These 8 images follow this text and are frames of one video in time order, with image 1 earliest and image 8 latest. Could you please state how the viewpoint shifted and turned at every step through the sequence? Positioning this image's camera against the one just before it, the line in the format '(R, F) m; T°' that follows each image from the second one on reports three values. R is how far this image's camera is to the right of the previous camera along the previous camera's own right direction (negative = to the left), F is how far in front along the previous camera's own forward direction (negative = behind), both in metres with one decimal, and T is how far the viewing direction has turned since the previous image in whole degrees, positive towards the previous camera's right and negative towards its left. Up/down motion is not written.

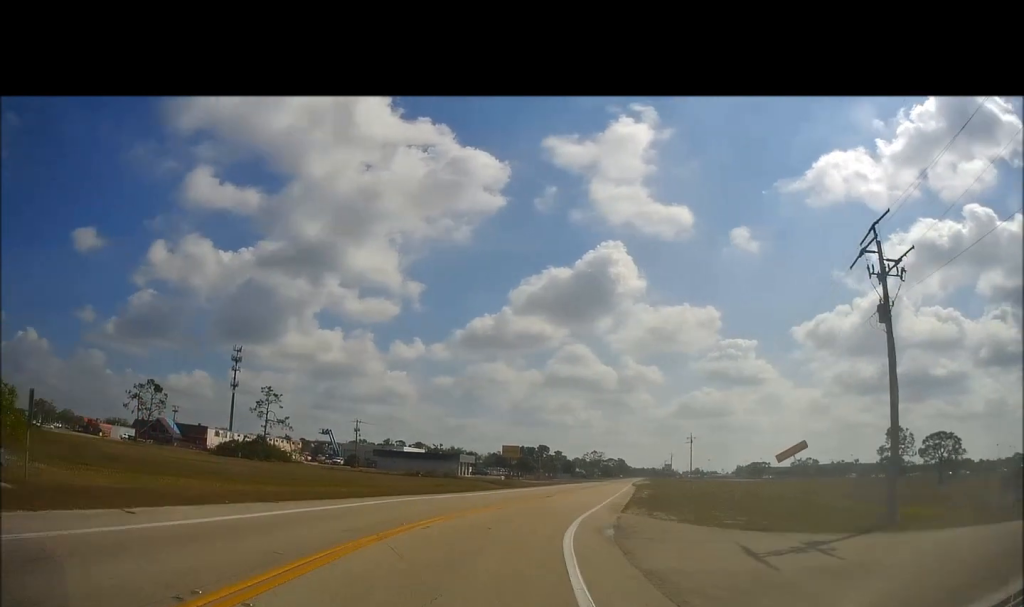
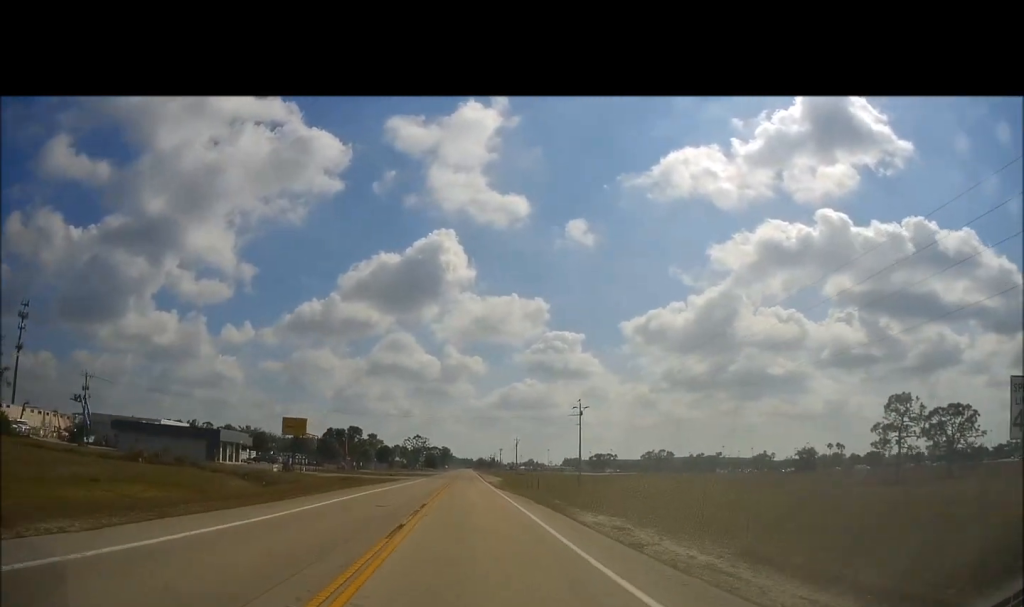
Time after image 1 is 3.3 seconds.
(+8.0, +43.5) m; +19°
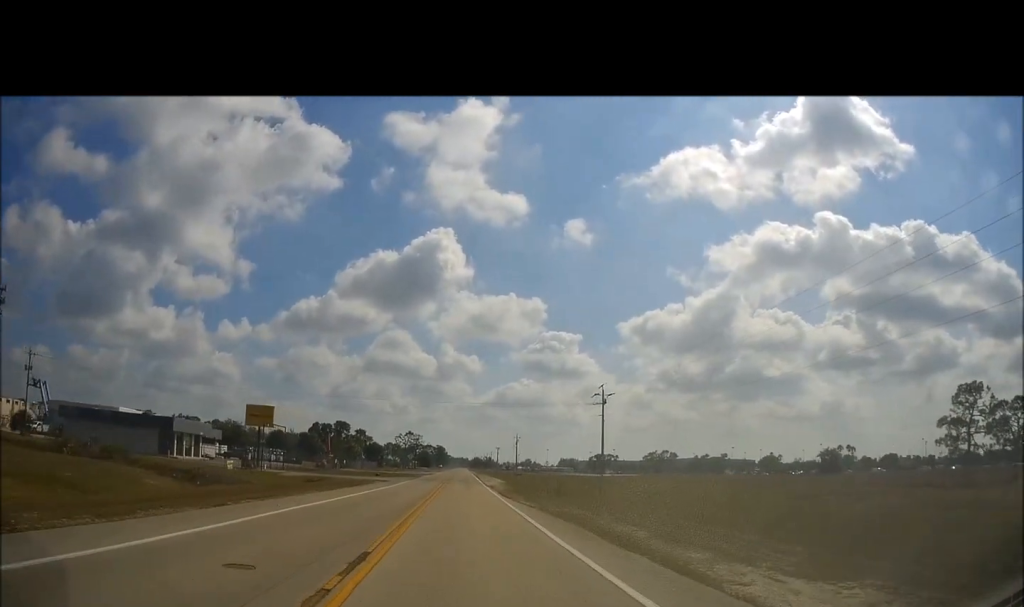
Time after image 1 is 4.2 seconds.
(+0.4, +12.6) m; +2°
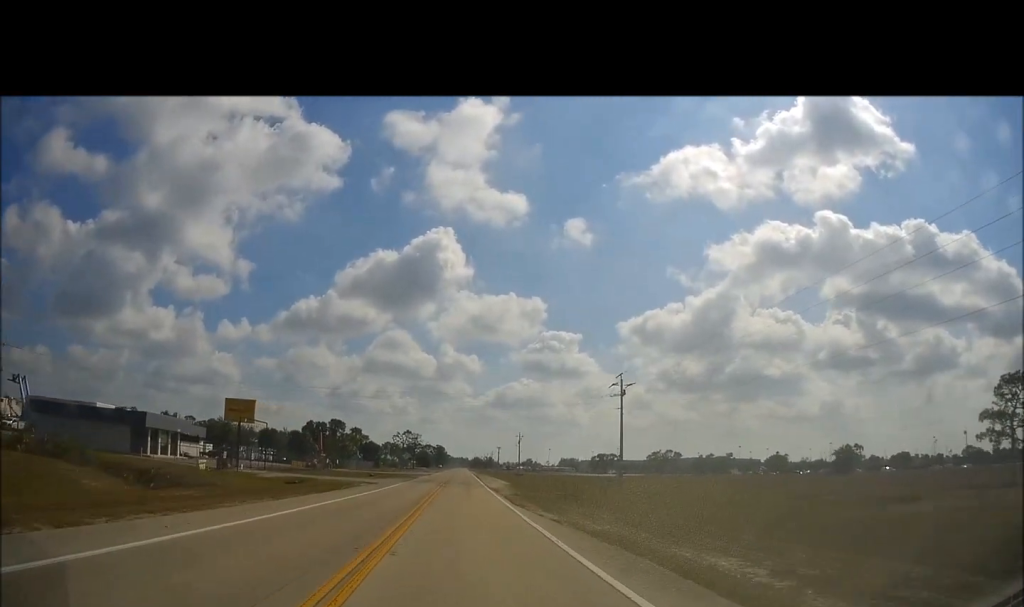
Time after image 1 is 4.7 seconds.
(0.0, +6.5) m; 0°
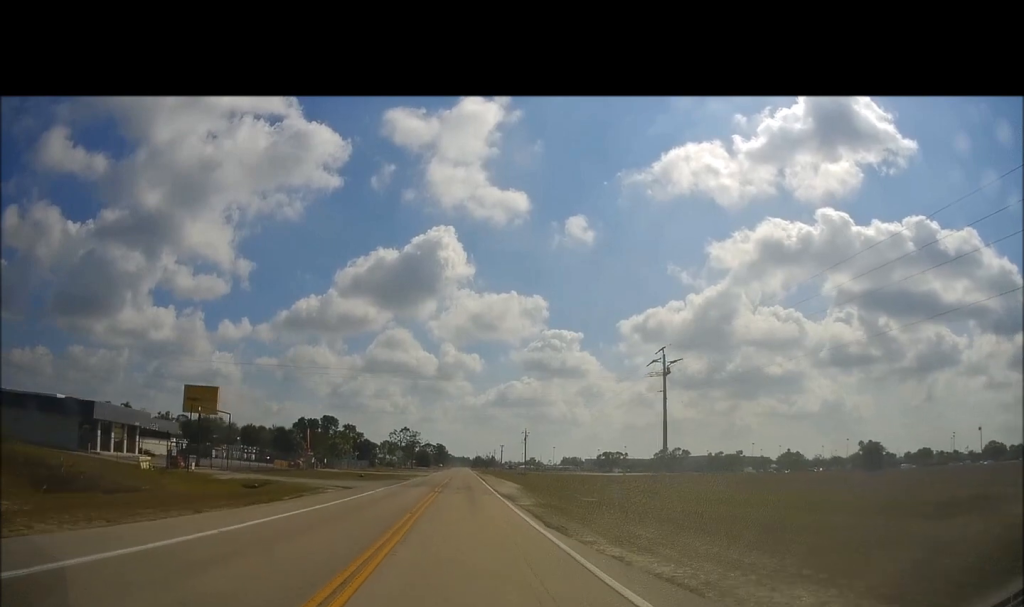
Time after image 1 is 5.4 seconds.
(0.0, +10.3) m; 0°
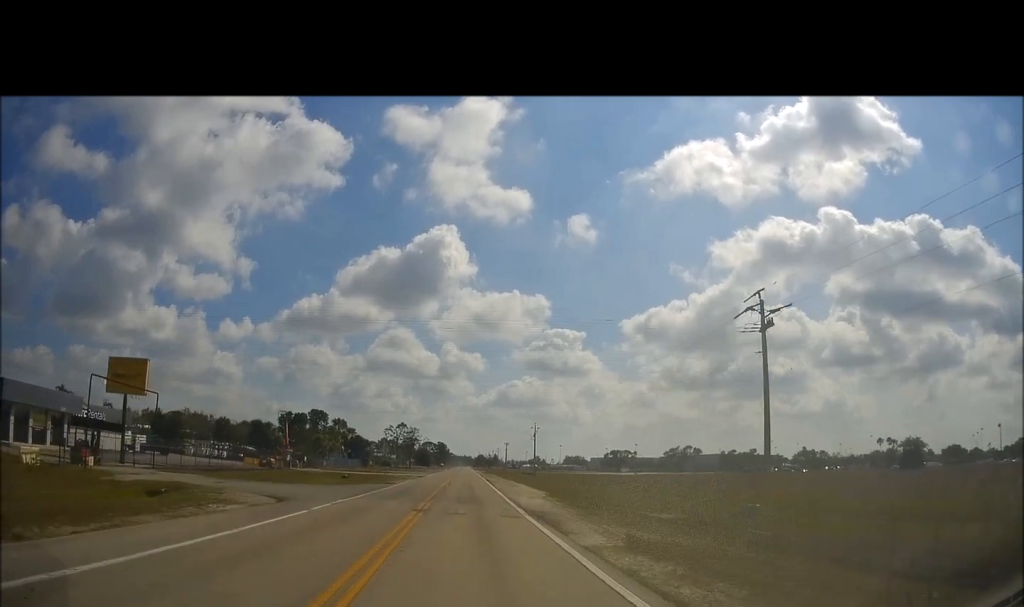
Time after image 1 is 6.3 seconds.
(0.0, +13.4) m; -1°
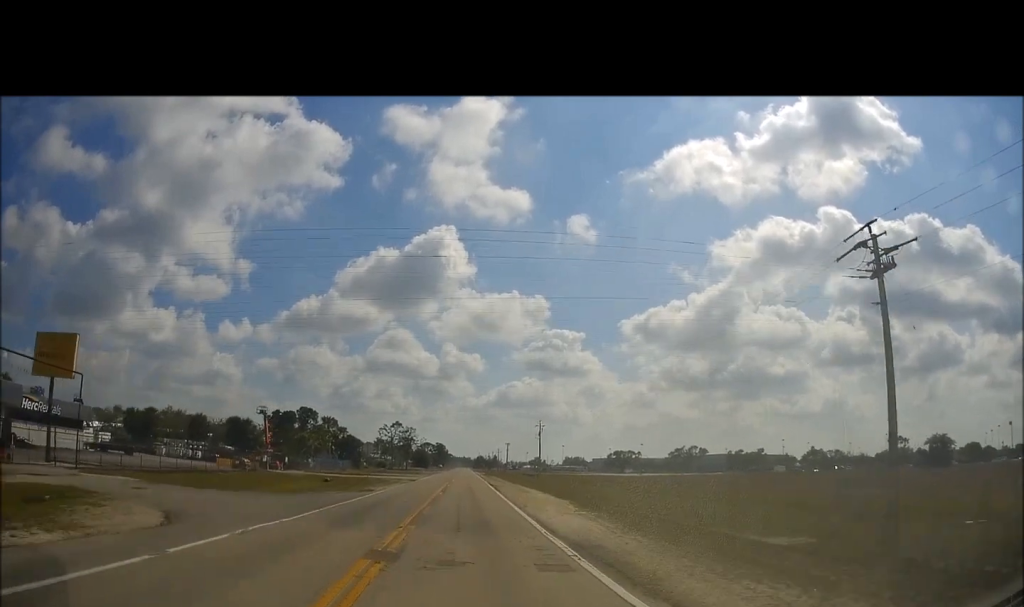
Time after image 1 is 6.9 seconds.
(+0.1, +8.8) m; -1°
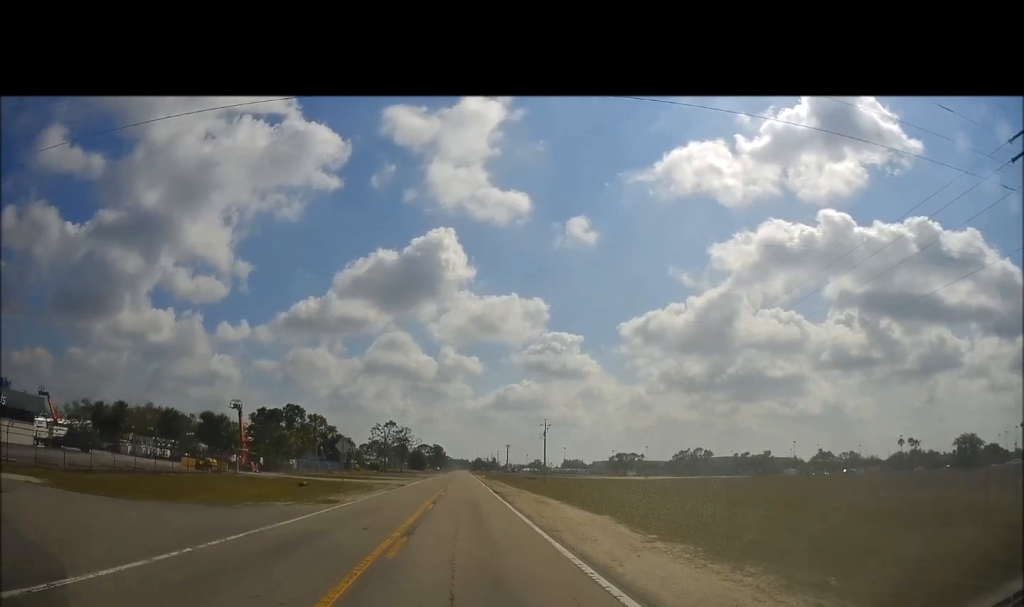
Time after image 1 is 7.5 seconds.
(-0.2, +8.8) m; 0°
